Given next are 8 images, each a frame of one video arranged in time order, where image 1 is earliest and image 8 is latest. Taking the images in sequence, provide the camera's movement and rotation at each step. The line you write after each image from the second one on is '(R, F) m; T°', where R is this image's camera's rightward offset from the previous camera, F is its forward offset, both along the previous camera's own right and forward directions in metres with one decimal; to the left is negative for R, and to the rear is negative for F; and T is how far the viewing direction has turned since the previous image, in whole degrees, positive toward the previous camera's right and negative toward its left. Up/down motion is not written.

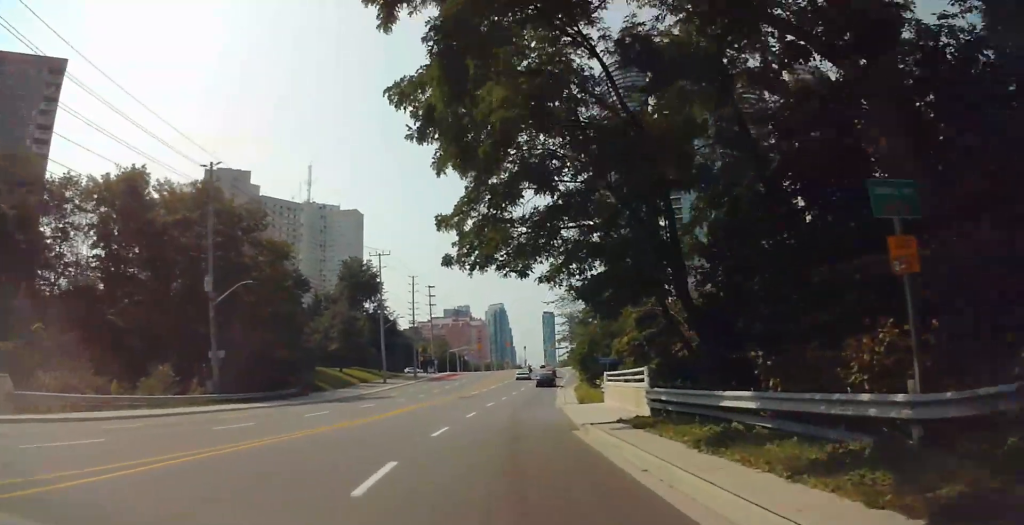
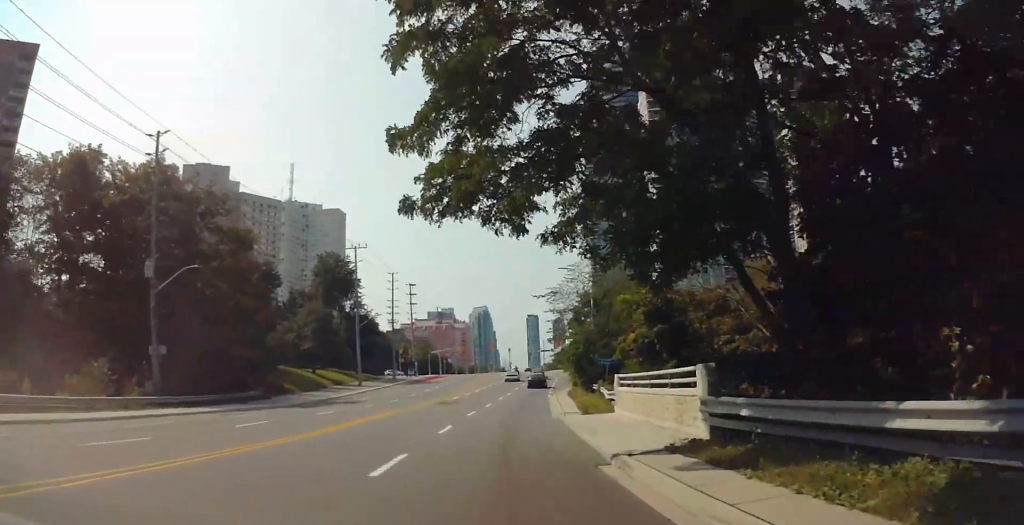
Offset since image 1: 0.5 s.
(+0.1, +6.0) m; +1°
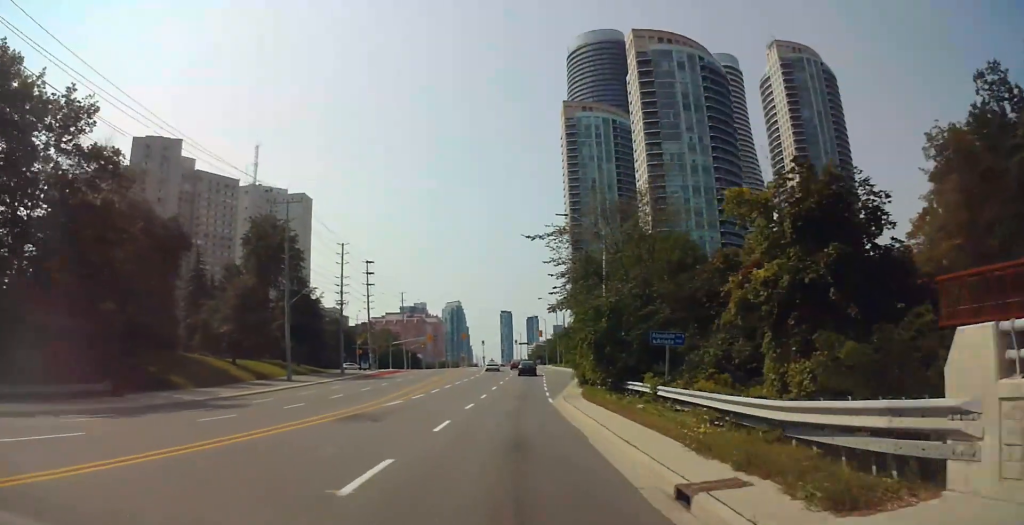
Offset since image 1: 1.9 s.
(0.0, +19.0) m; 0°
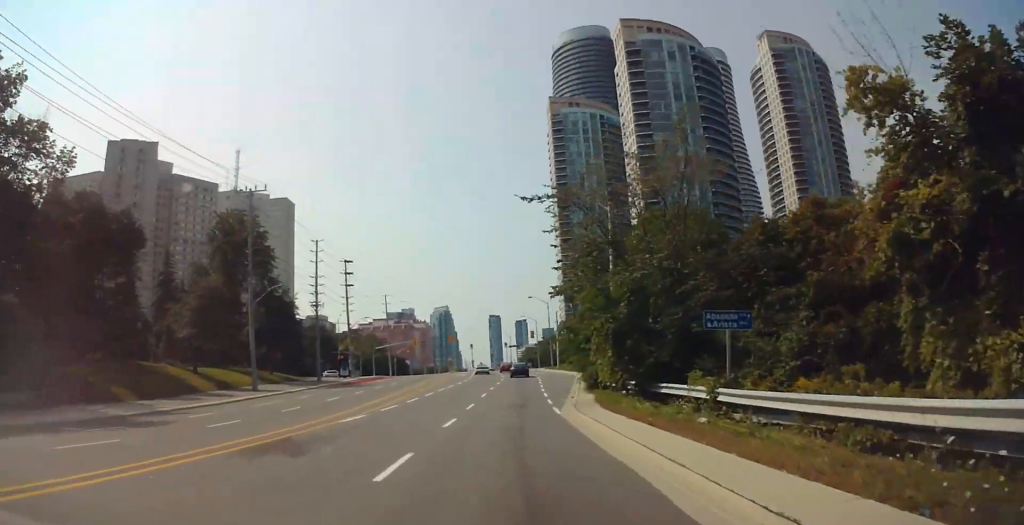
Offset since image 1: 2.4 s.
(0.0, +6.9) m; 0°
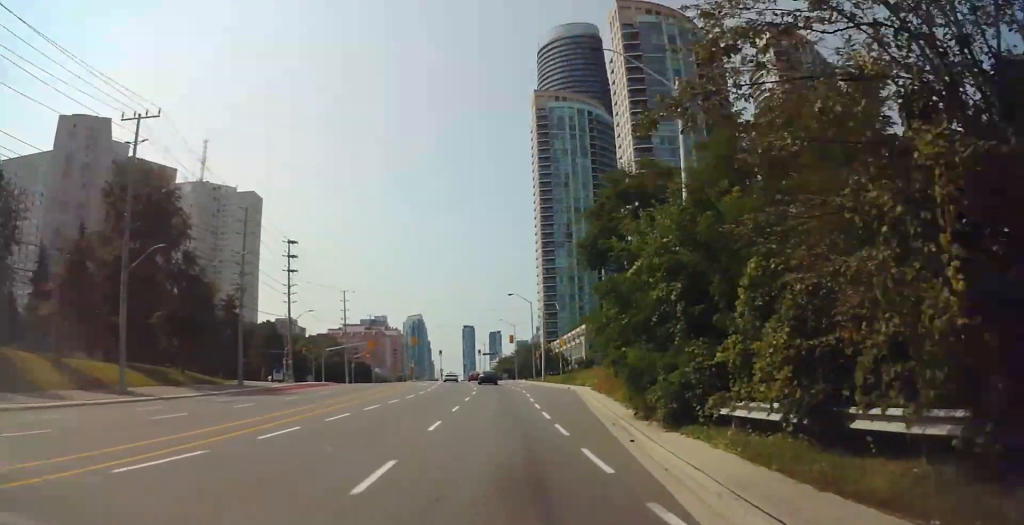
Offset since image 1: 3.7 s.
(0.0, +17.8) m; -1°
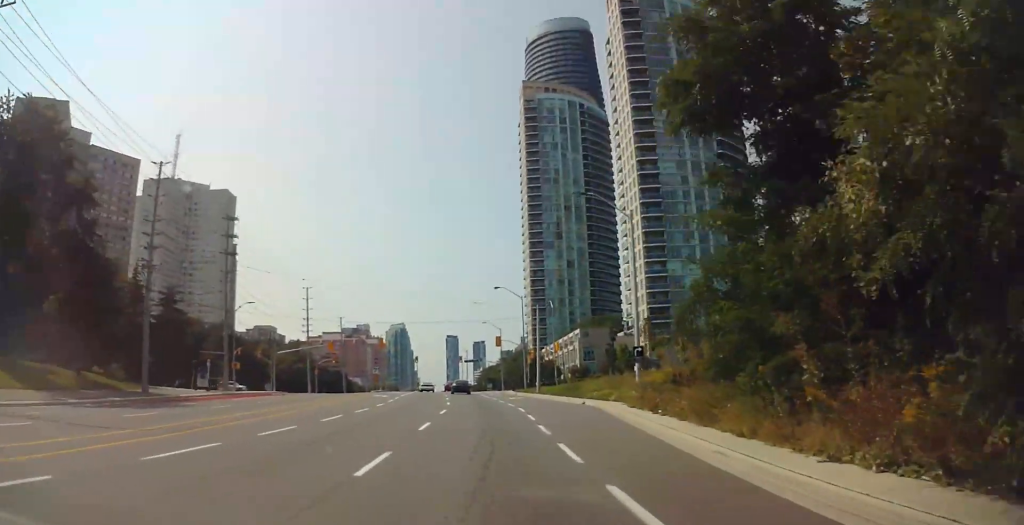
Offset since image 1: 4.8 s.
(-0.4, +15.9) m; -2°
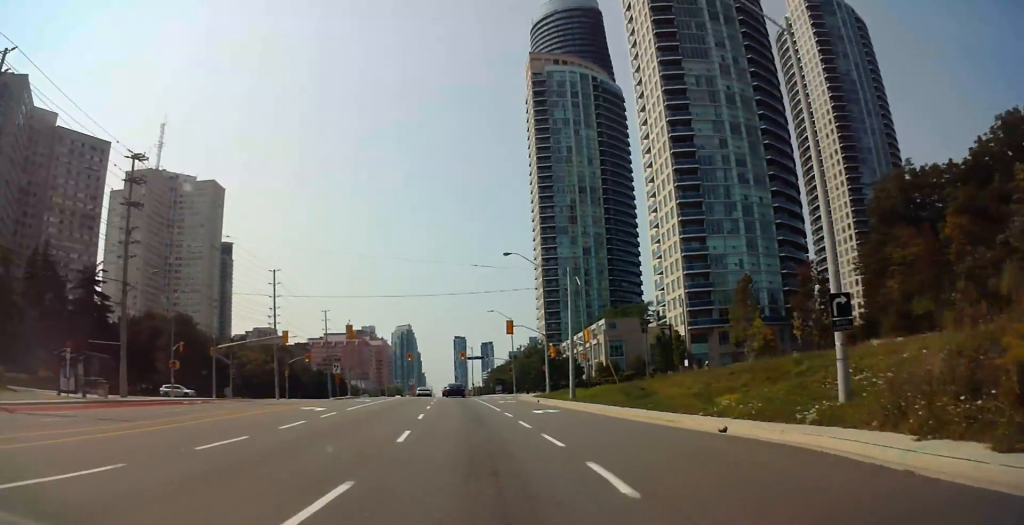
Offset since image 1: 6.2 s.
(+0.3, +21.3) m; +2°
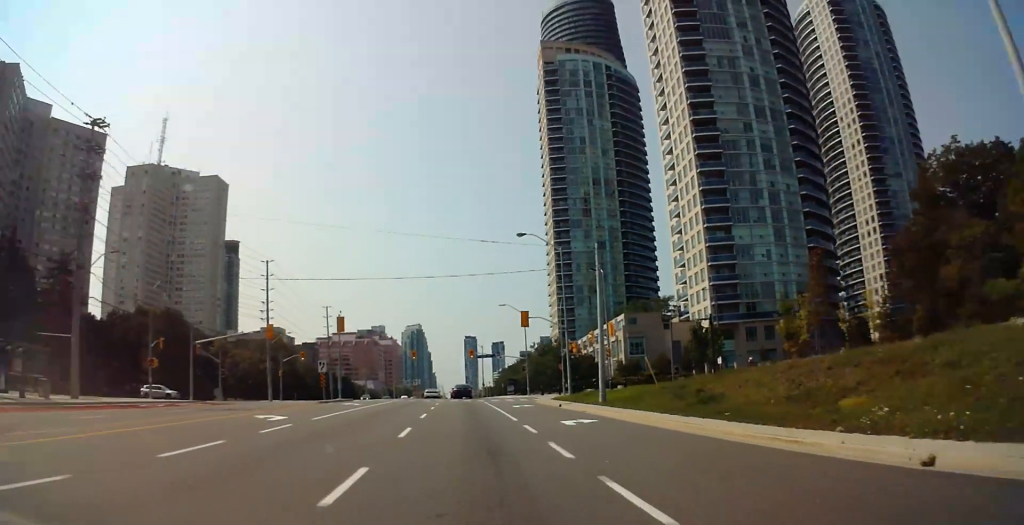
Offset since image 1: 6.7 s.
(+0.1, +7.5) m; +1°
